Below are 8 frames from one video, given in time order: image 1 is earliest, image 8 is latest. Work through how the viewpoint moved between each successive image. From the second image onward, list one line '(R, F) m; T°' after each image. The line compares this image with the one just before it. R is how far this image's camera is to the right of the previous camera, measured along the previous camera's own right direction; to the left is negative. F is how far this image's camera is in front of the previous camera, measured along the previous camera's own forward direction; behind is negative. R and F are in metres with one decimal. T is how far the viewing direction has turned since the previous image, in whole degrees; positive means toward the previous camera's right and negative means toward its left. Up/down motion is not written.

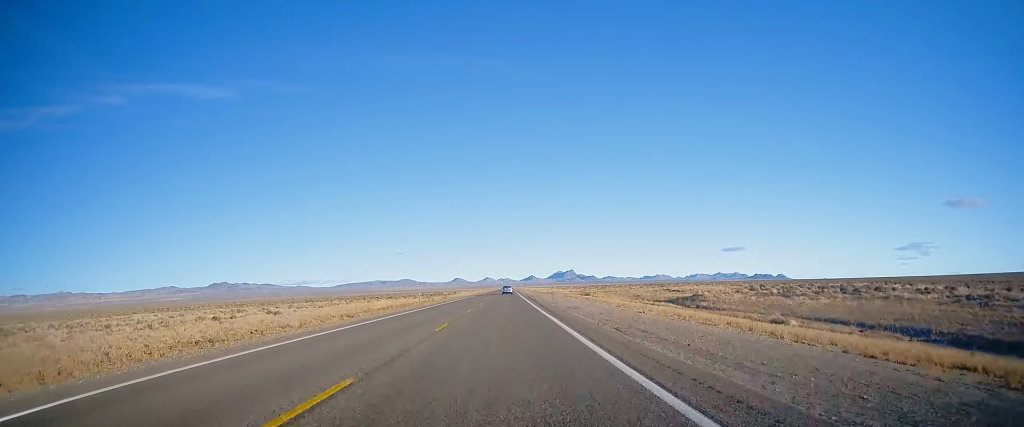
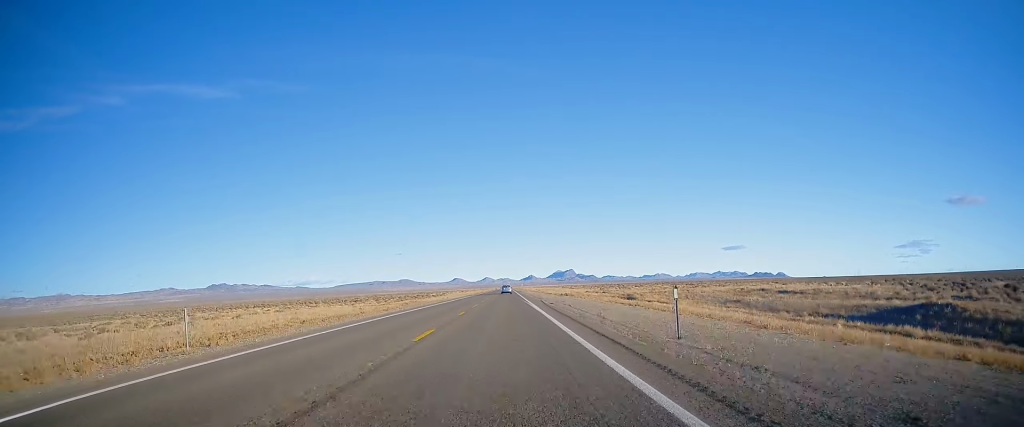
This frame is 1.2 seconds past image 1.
(-0.1, +40.0) m; 0°
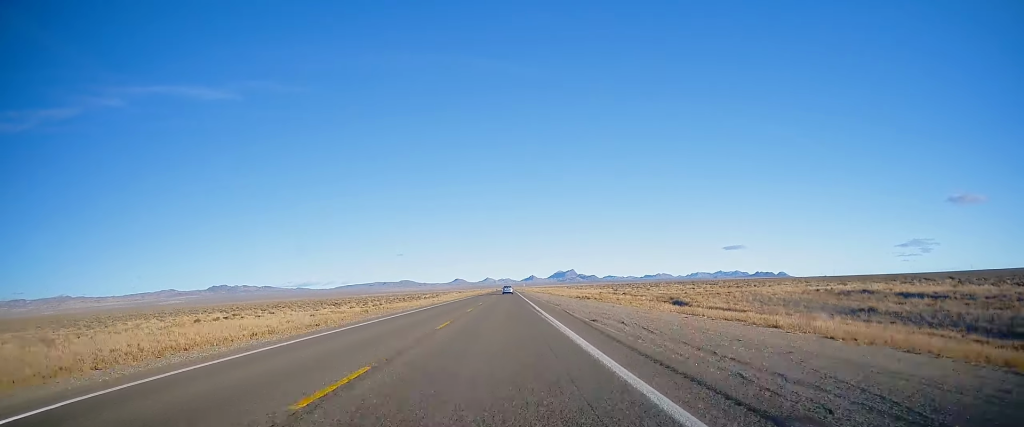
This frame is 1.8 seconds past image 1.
(0.0, +20.0) m; +1°
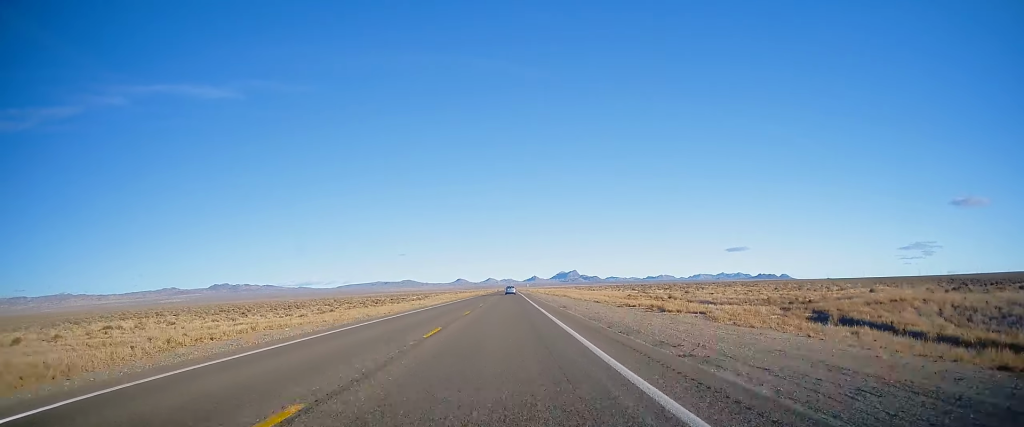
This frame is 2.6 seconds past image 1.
(+0.3, +27.7) m; 0°
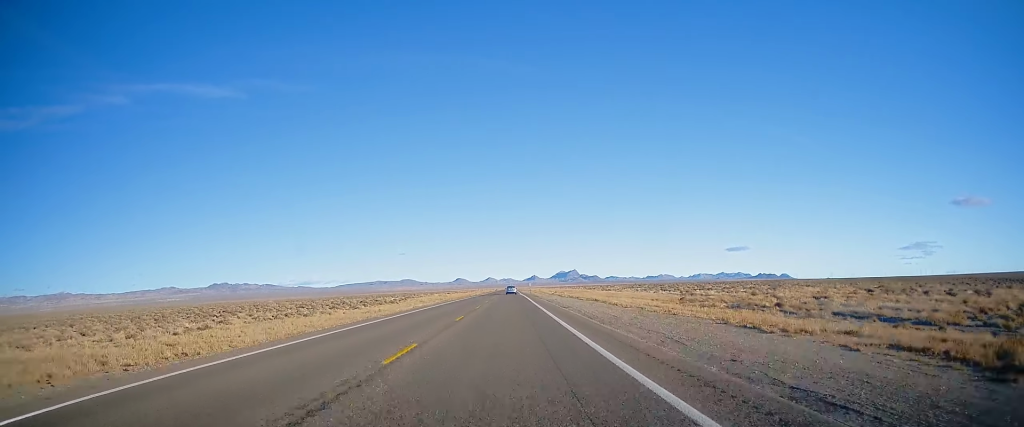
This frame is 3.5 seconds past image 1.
(-0.4, +29.4) m; 0°
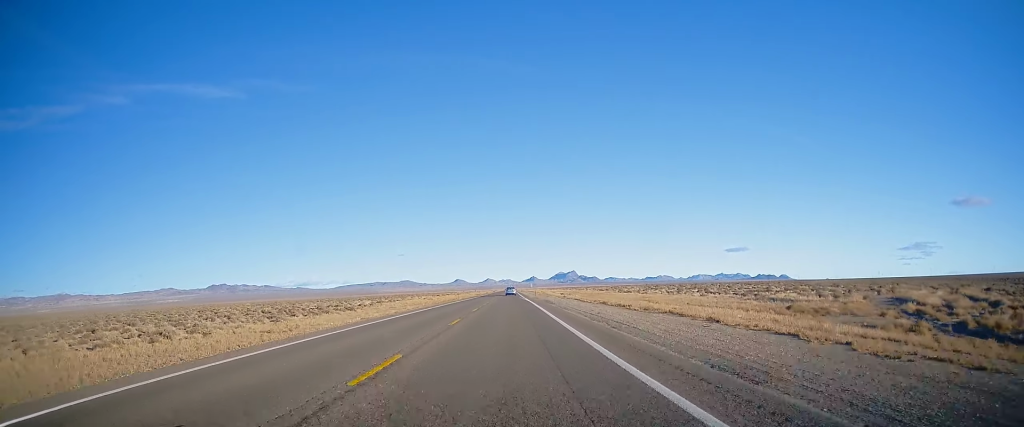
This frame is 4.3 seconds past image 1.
(+0.2, +26.1) m; 0°
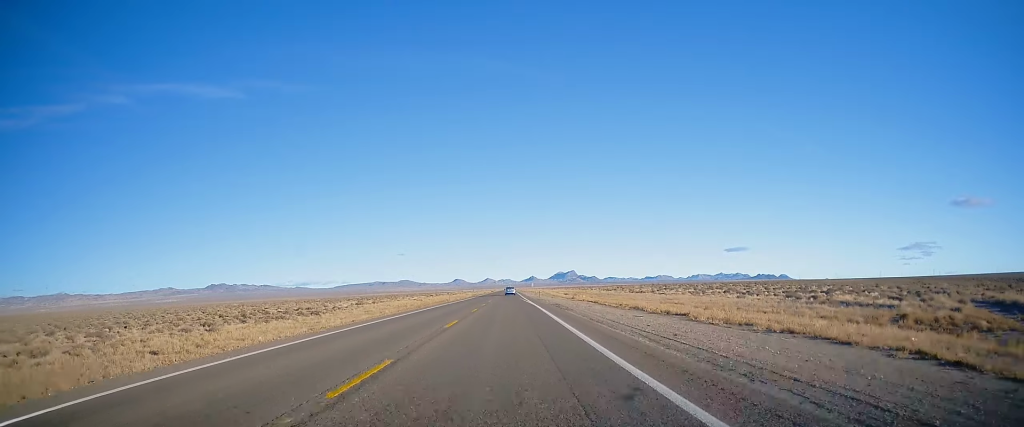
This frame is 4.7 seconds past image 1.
(+0.3, +13.1) m; 0°
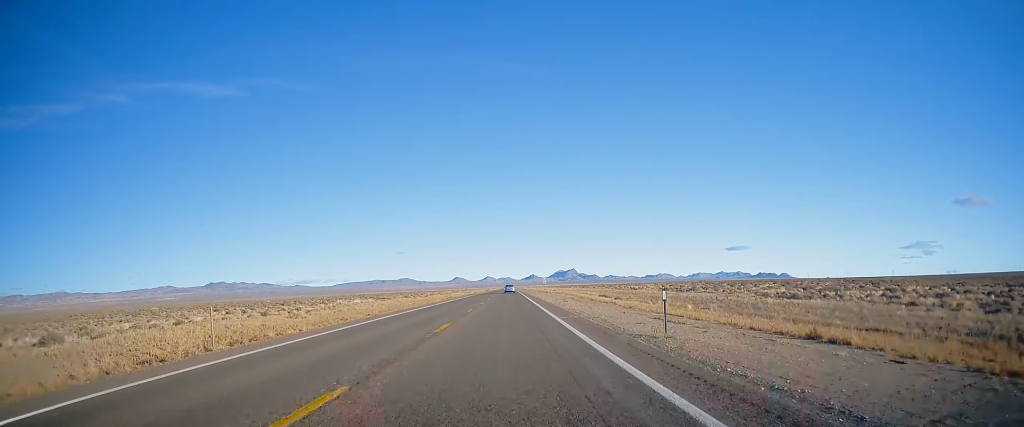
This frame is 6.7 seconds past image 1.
(-0.5, +63.4) m; -1°
